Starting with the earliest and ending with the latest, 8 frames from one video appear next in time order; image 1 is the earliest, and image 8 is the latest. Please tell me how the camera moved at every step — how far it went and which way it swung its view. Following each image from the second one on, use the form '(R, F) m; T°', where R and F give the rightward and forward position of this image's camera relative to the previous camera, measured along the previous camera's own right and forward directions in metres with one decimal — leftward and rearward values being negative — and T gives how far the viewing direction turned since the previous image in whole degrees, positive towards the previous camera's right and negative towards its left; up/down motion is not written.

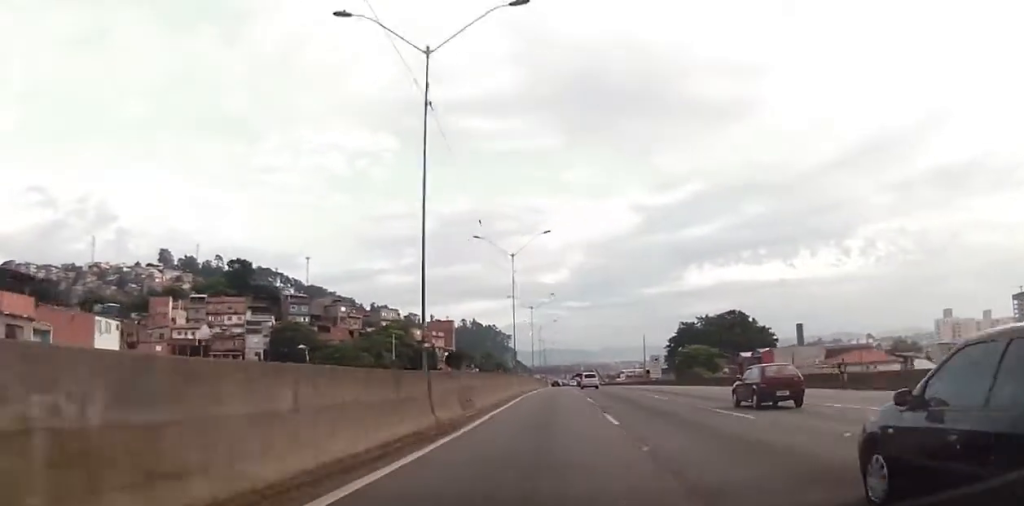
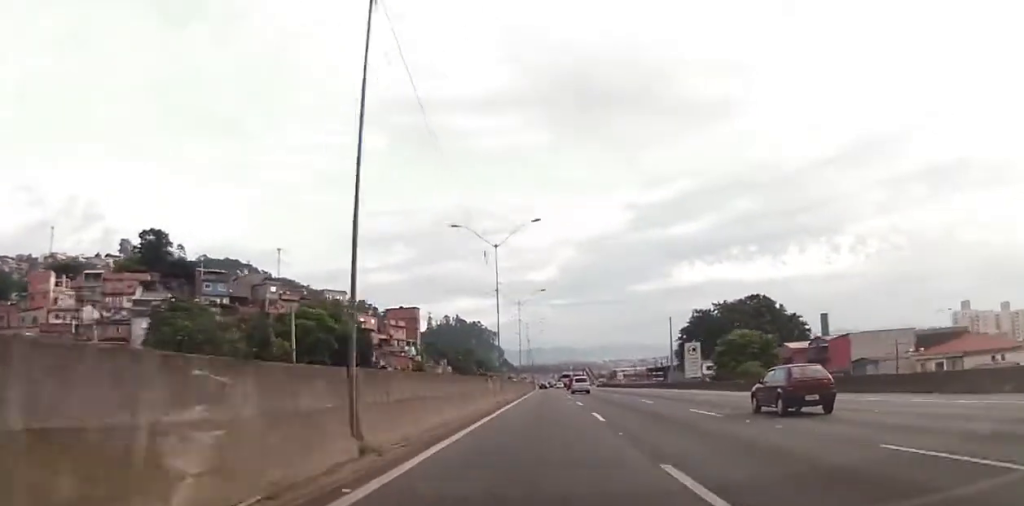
(+0.1, +41.2) m; 0°
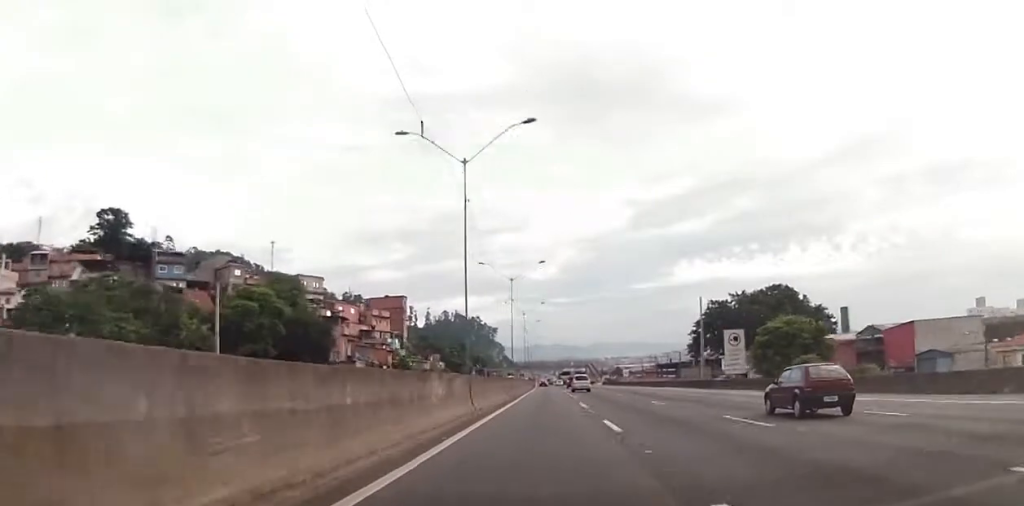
(-0.1, +18.4) m; 0°
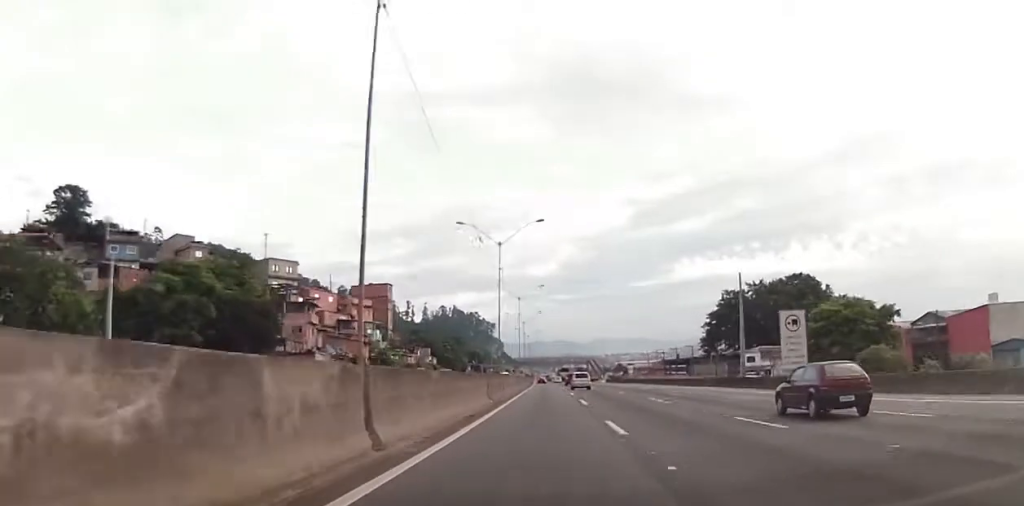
(-0.2, +15.8) m; 0°
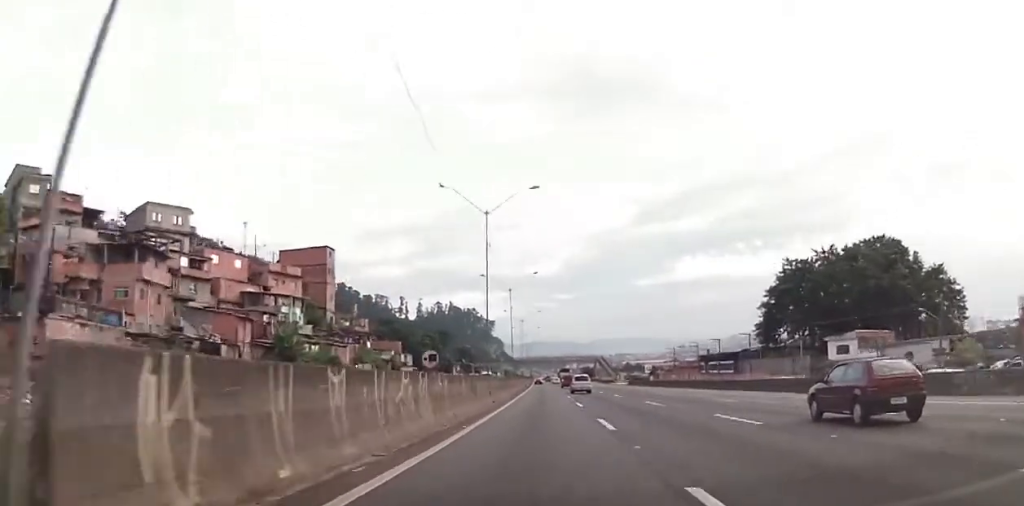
(+0.6, +43.4) m; 0°
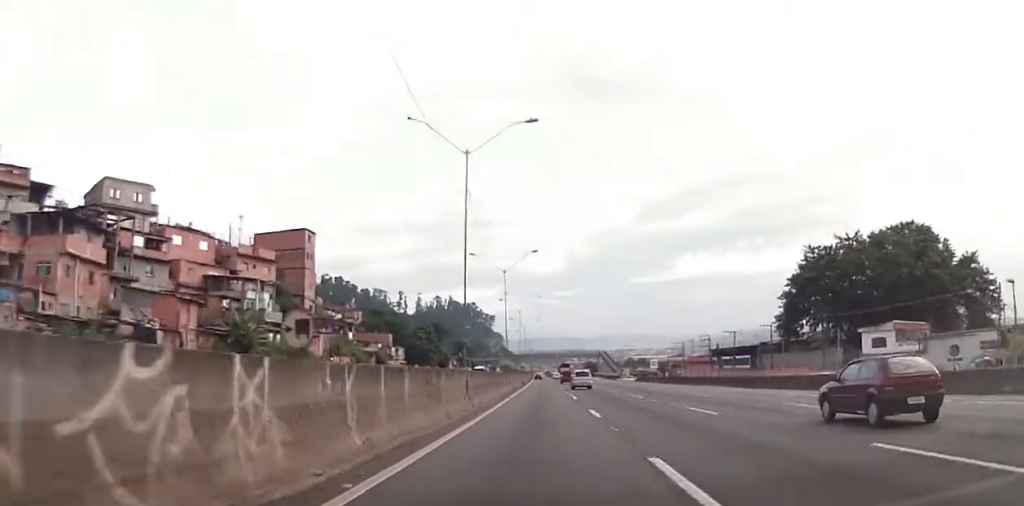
(0.0, +10.7) m; 0°
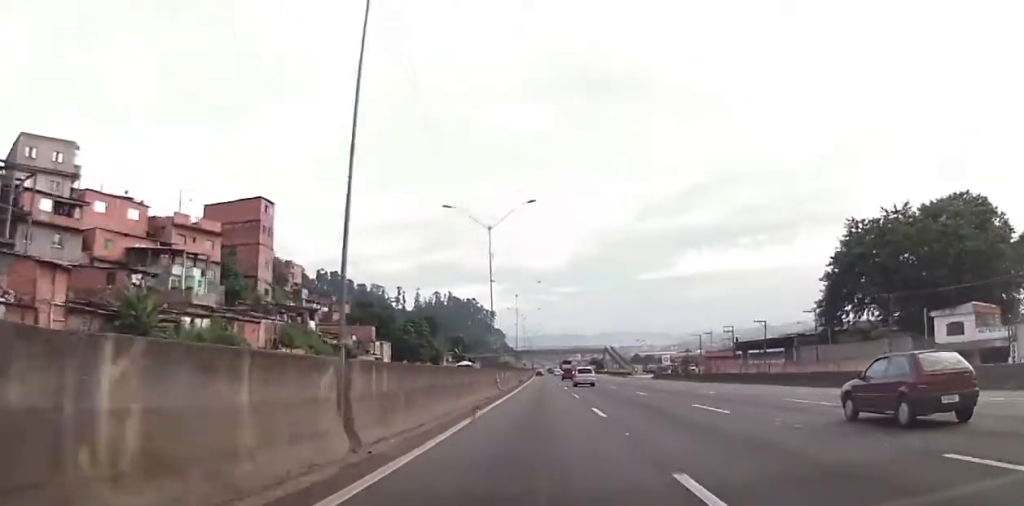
(-0.2, +17.0) m; 0°
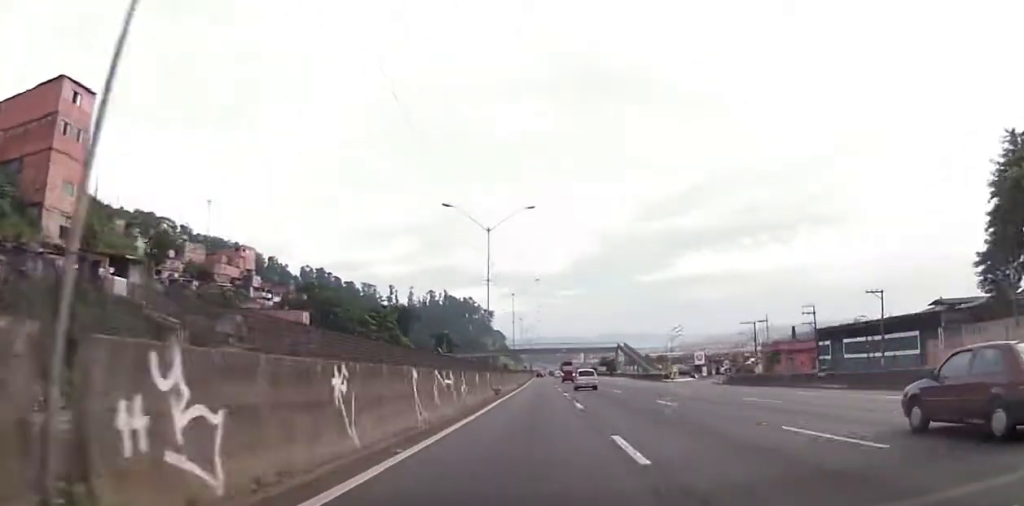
(+0.4, +39.8) m; +1°
